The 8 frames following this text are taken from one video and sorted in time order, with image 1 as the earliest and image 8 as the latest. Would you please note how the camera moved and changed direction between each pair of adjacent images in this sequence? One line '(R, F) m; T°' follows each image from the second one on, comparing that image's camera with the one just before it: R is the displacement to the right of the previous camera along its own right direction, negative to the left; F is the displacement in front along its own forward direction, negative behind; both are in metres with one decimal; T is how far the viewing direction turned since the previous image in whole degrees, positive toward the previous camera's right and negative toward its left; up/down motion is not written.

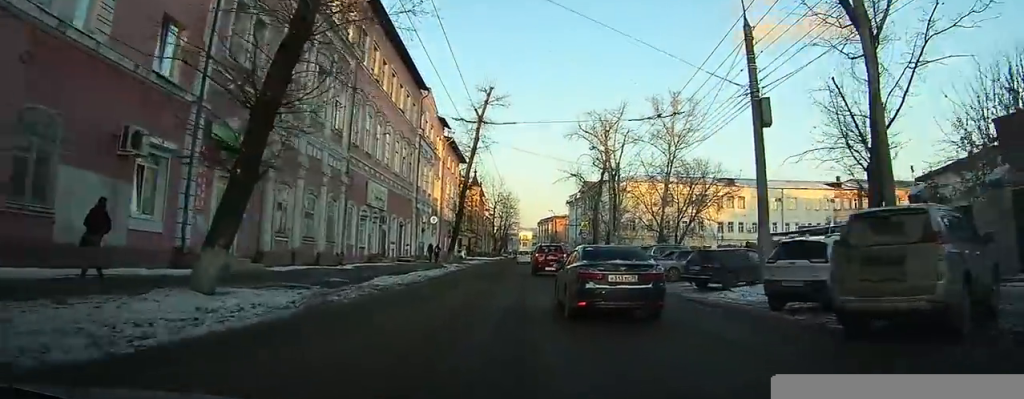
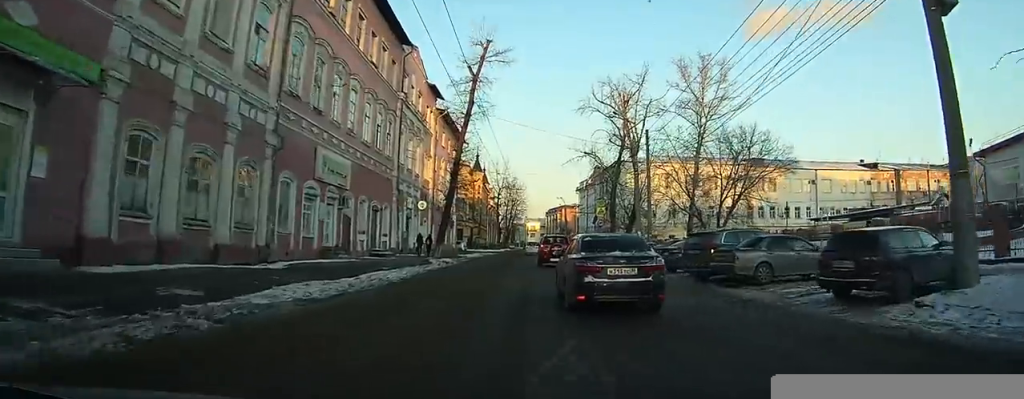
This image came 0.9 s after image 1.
(0.0, +9.8) m; 0°
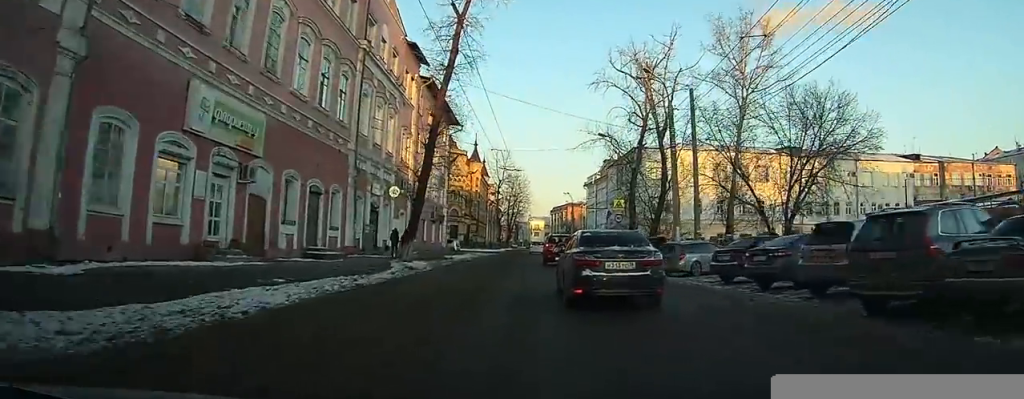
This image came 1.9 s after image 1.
(0.0, +11.0) m; 0°
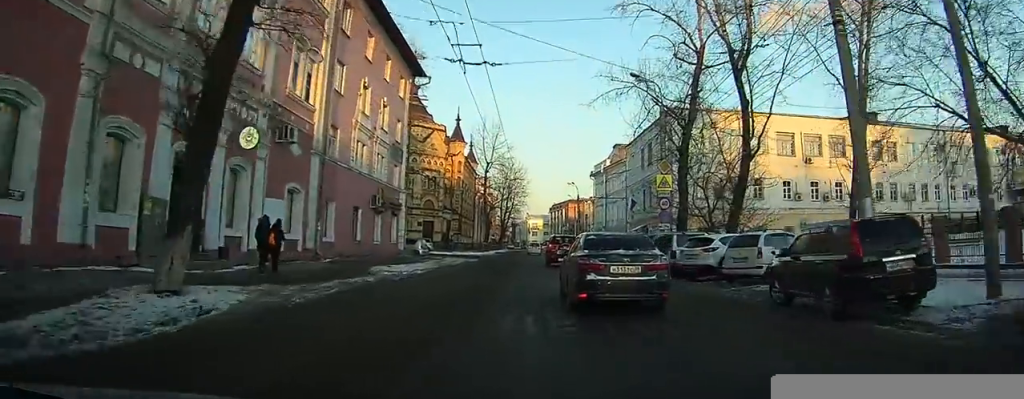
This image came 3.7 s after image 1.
(-0.2, +19.6) m; -1°
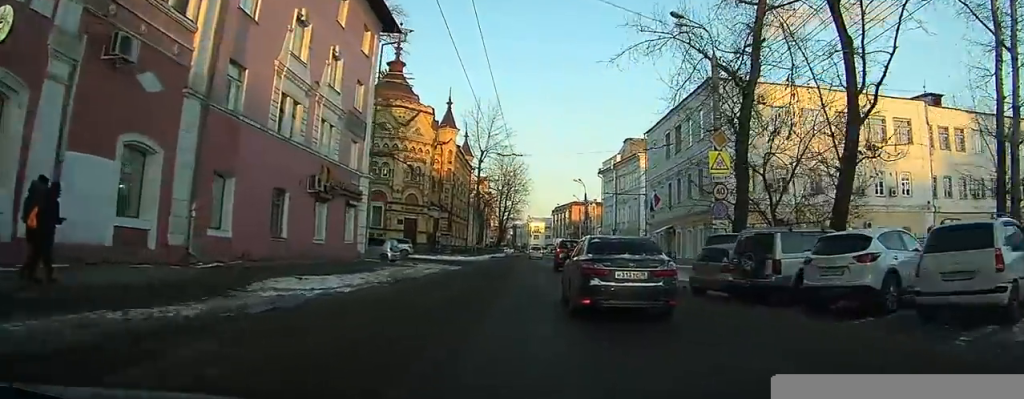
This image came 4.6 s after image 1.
(-0.1, +10.1) m; 0°
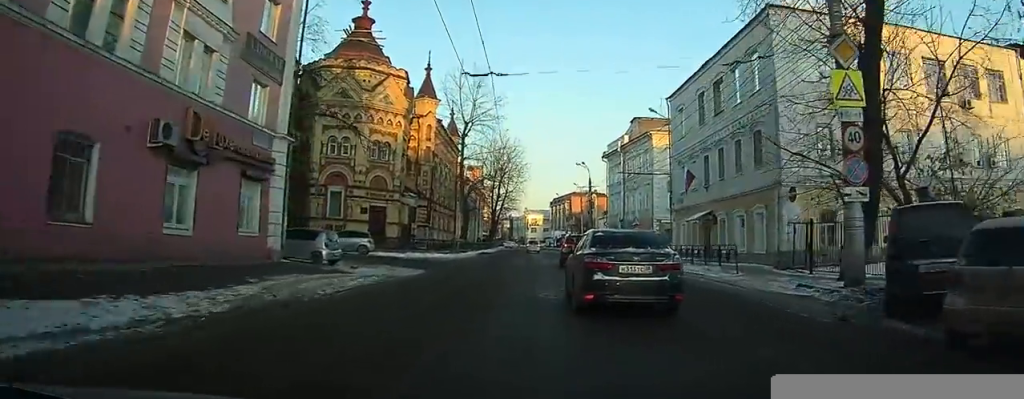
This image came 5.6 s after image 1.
(+0.1, +11.2) m; +1°
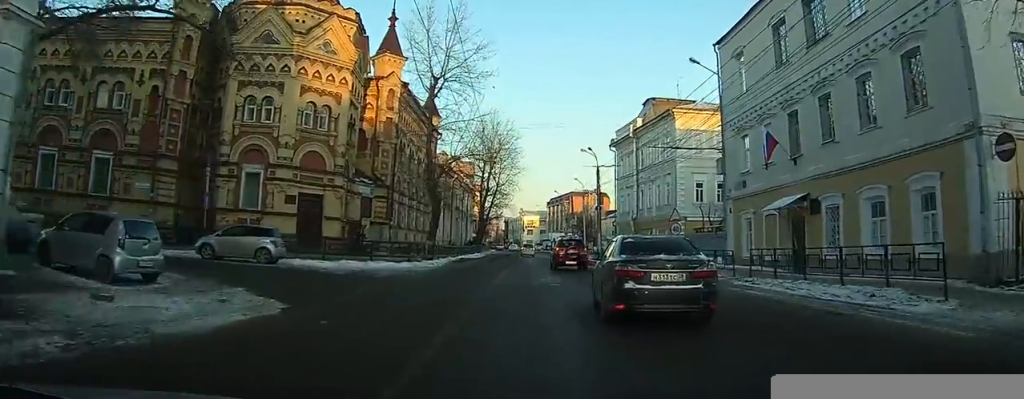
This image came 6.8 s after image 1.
(+0.1, +13.5) m; 0°
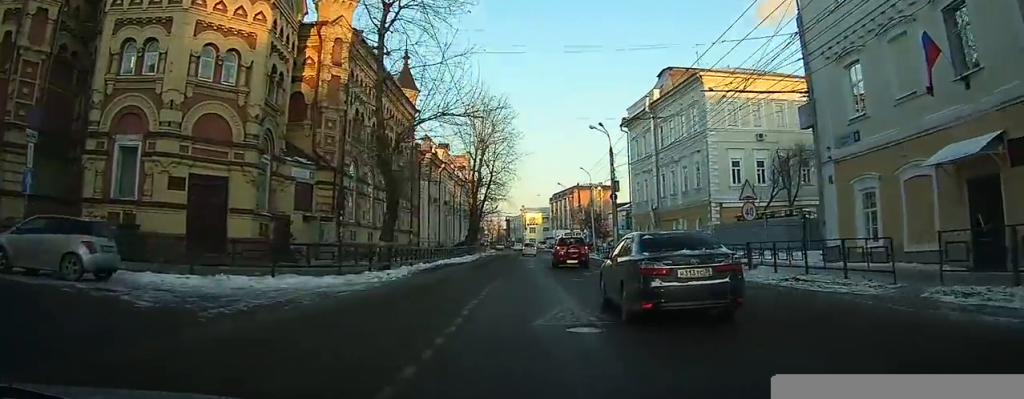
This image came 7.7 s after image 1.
(0.0, +10.9) m; 0°
